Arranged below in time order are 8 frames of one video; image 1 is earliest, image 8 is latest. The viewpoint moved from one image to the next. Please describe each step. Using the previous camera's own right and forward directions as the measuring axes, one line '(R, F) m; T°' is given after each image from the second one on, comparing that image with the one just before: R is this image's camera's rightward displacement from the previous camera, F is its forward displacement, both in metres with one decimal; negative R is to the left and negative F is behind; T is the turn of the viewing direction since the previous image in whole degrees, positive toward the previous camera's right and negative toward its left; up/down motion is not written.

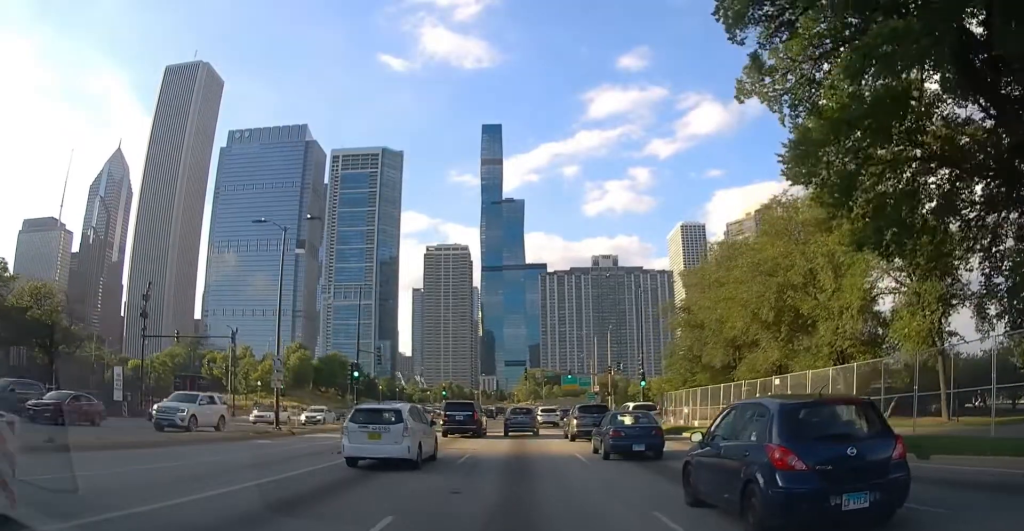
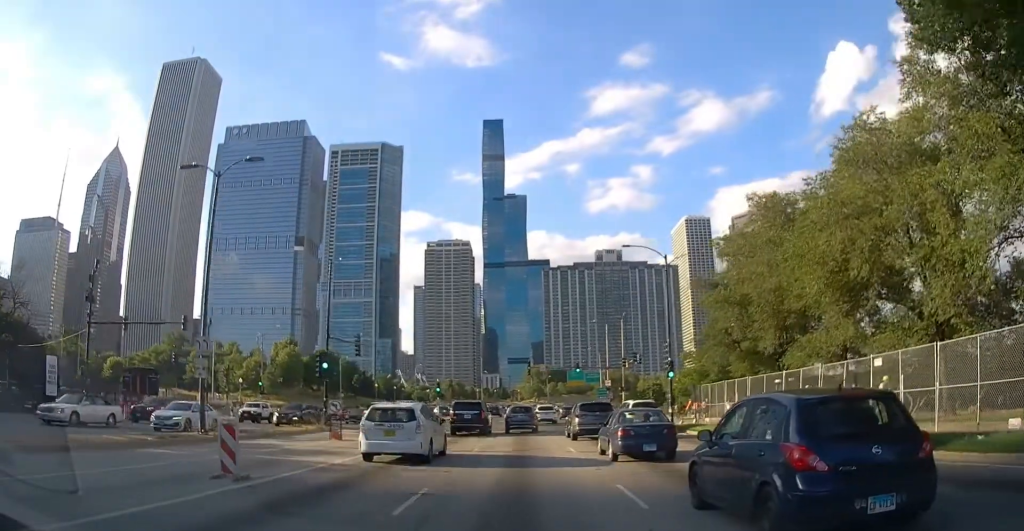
(0.0, +8.9) m; 0°
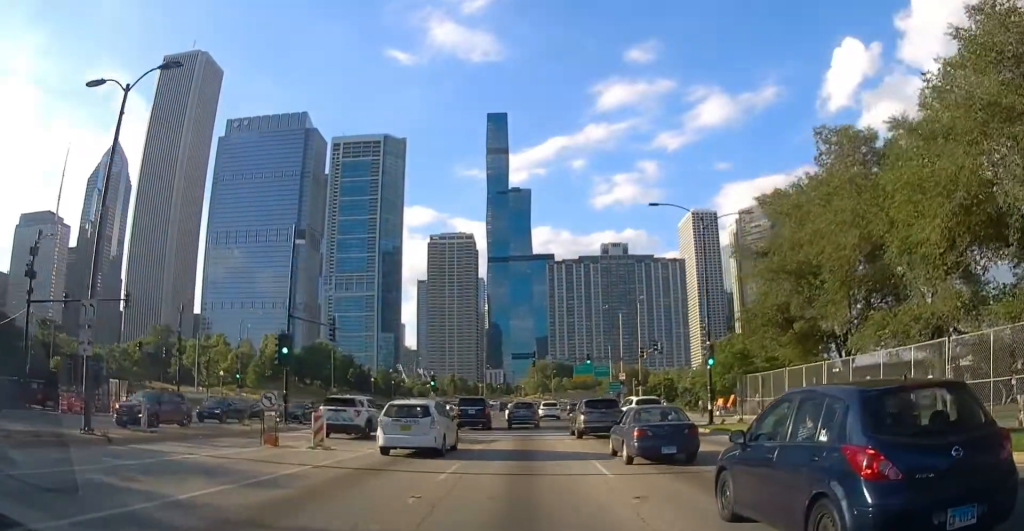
(0.0, +8.1) m; 0°
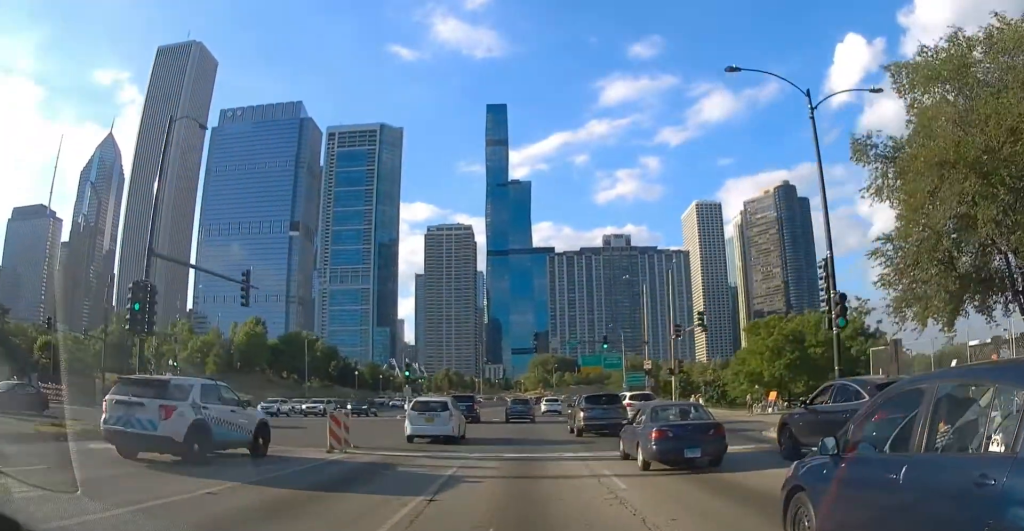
(0.0, +14.5) m; 0°
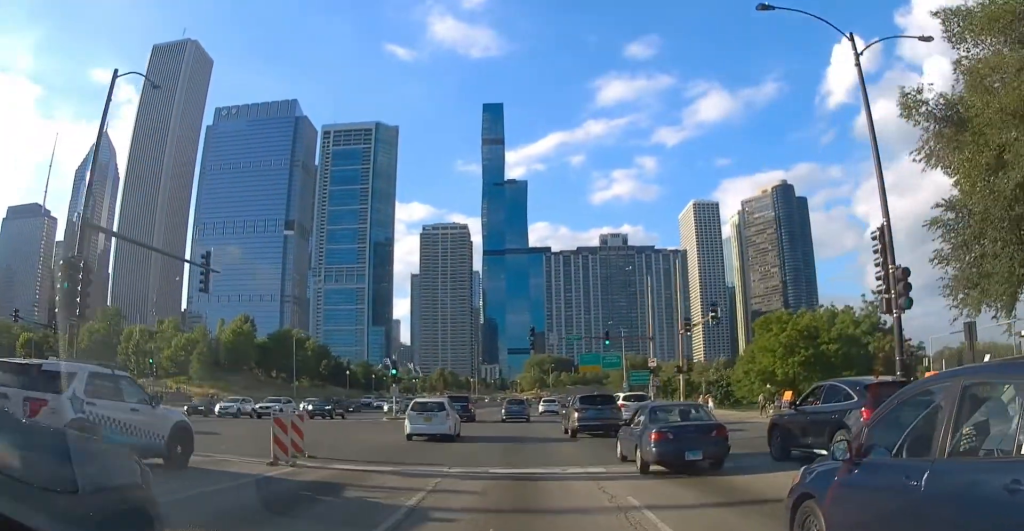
(0.0, +3.9) m; 0°
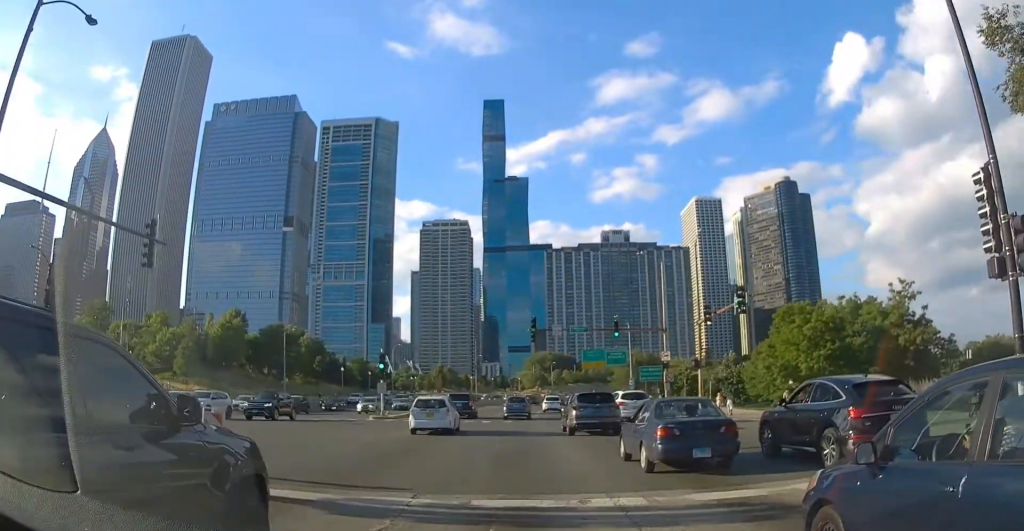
(0.0, +4.7) m; 0°
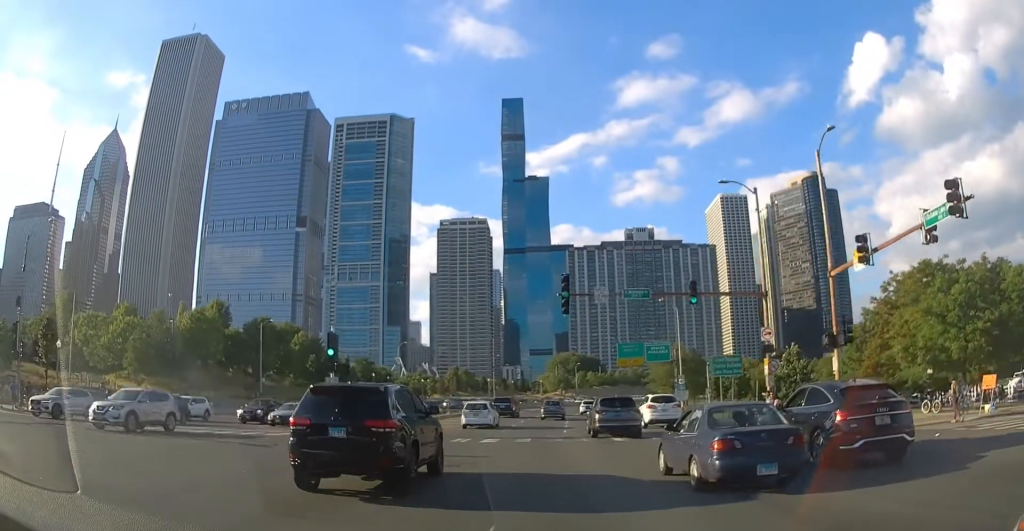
(-1.1, +16.8) m; -3°
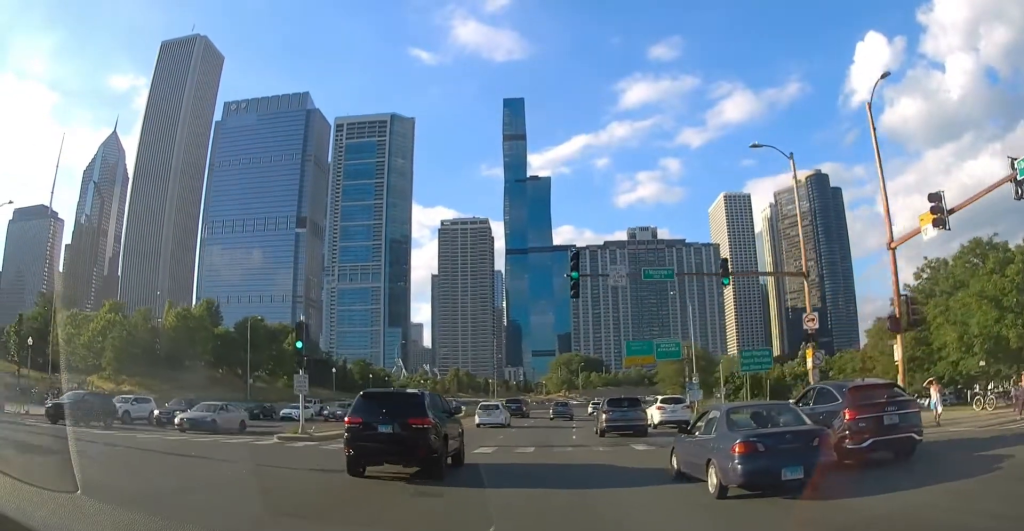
(+0.2, +4.7) m; +2°
